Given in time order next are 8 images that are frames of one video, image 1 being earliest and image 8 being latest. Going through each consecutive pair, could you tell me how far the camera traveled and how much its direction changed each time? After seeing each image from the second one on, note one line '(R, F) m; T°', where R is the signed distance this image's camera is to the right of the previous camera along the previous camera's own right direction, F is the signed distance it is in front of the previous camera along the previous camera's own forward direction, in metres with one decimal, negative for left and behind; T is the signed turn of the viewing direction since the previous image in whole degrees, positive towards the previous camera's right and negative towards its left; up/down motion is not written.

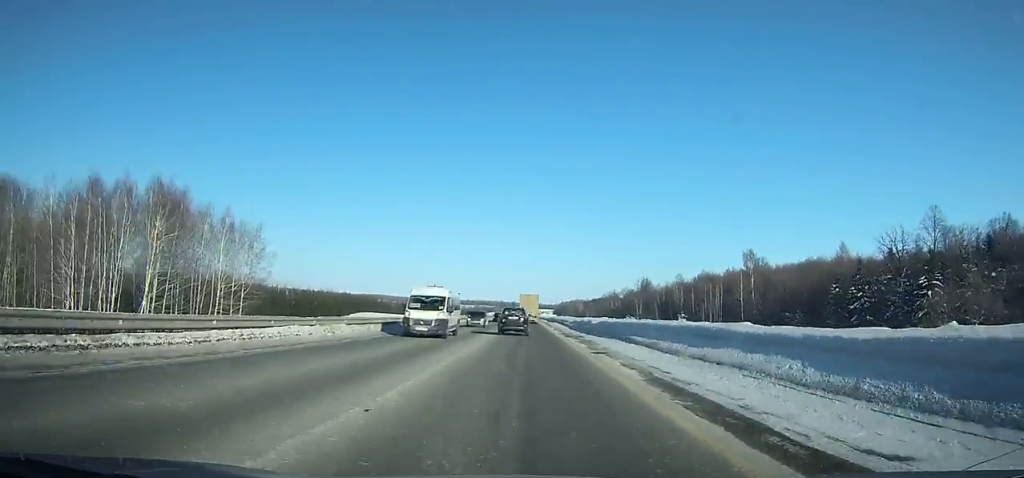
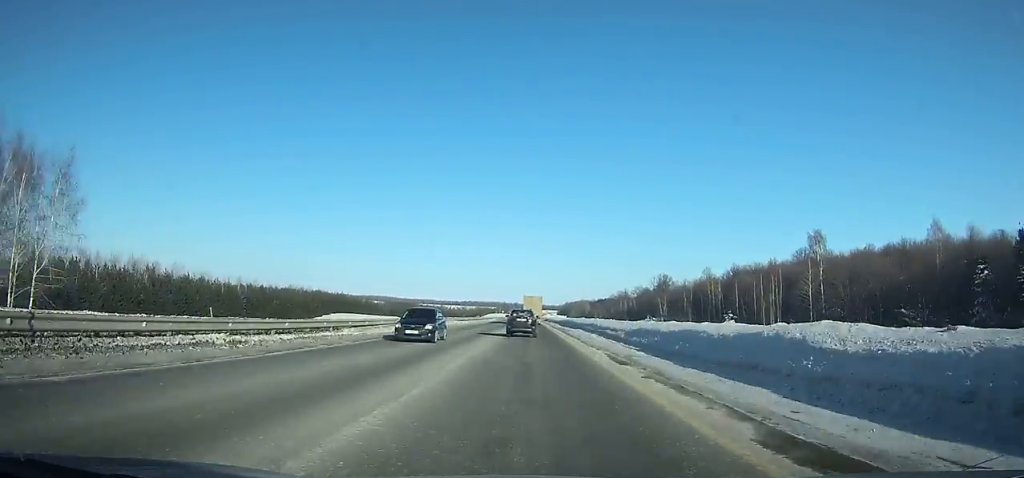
(-0.1, +33.9) m; 0°
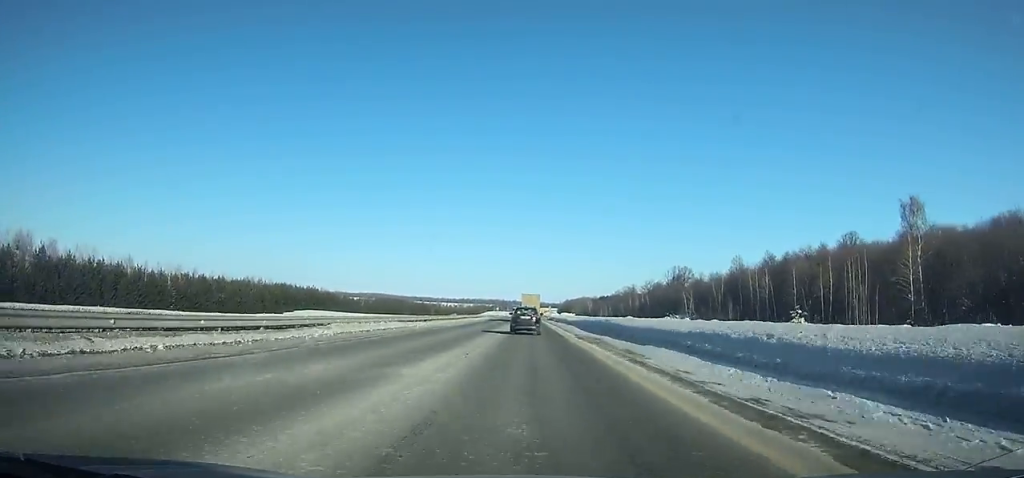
(+0.1, +32.0) m; 0°
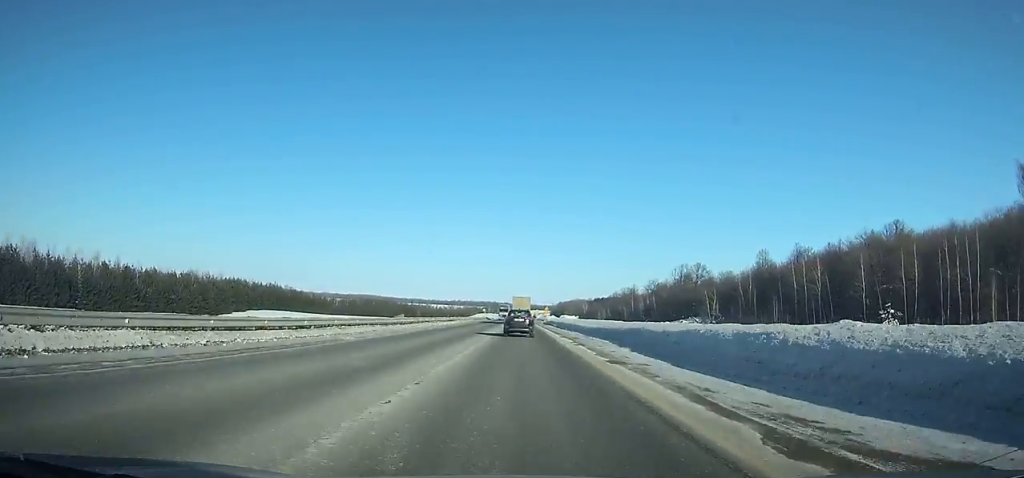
(0.0, +26.0) m; 0°
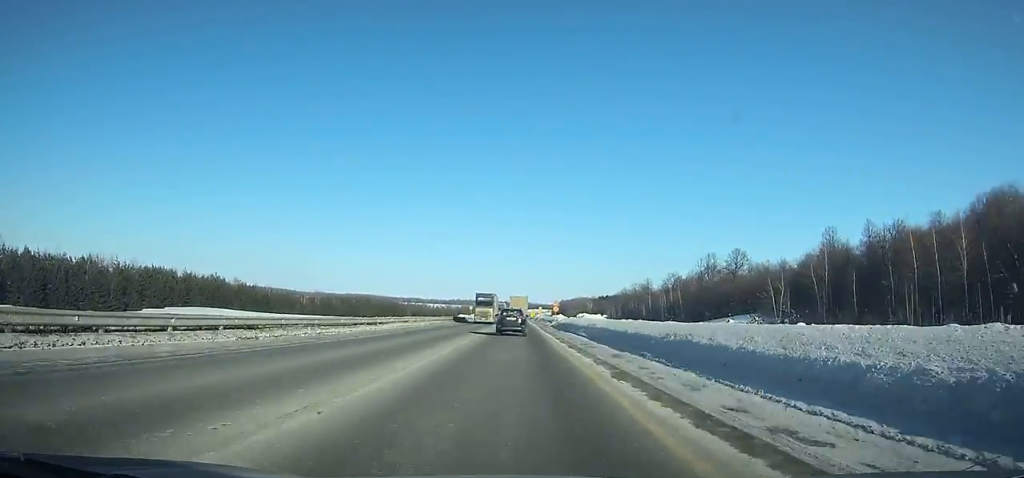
(+0.1, +37.7) m; 0°
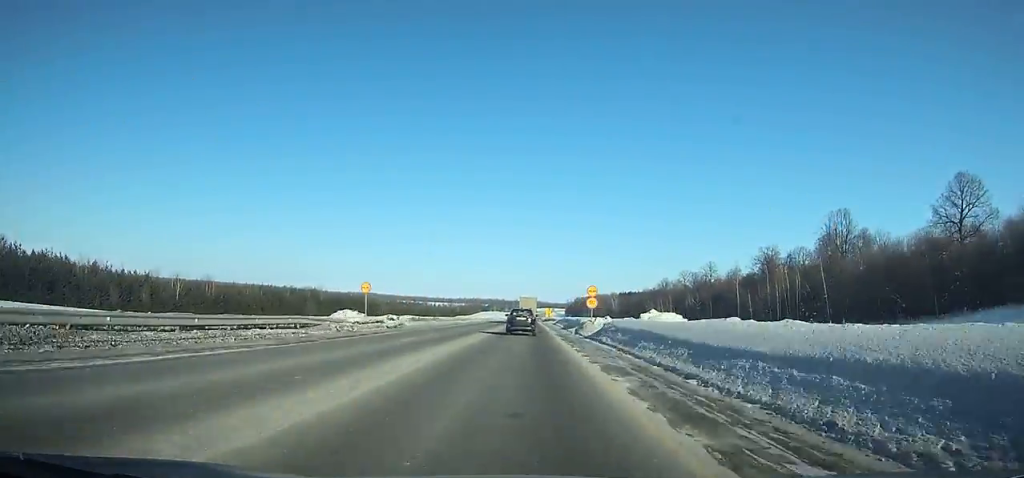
(-0.3, +88.7) m; 0°
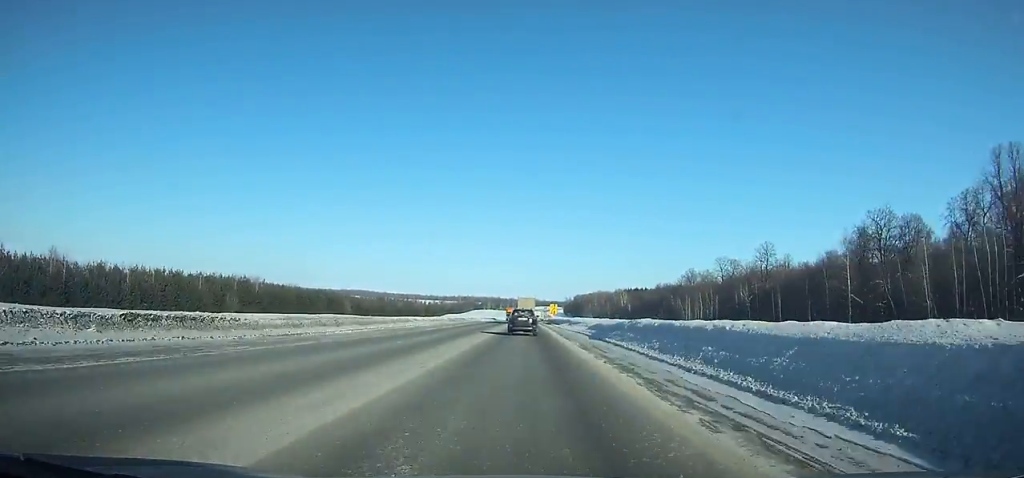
(0.0, +51.4) m; 0°
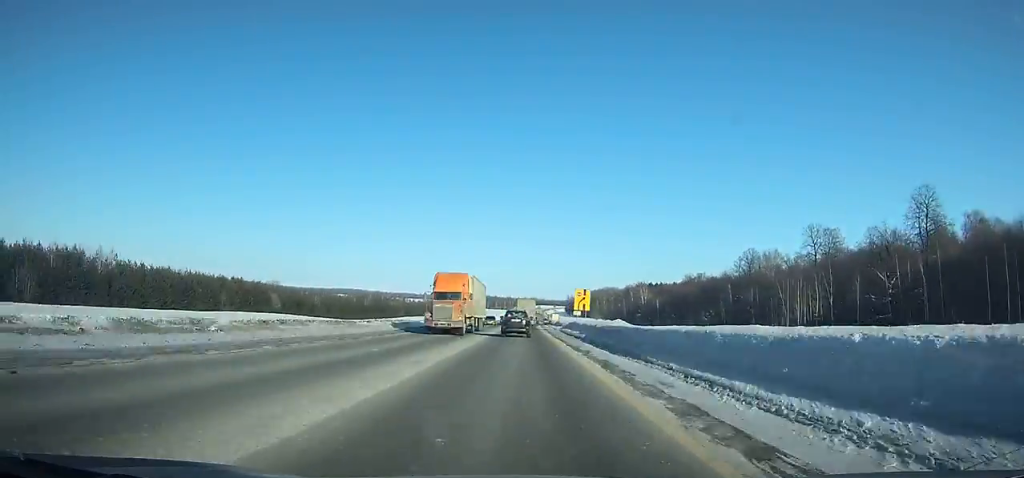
(-0.1, +65.5) m; 0°
